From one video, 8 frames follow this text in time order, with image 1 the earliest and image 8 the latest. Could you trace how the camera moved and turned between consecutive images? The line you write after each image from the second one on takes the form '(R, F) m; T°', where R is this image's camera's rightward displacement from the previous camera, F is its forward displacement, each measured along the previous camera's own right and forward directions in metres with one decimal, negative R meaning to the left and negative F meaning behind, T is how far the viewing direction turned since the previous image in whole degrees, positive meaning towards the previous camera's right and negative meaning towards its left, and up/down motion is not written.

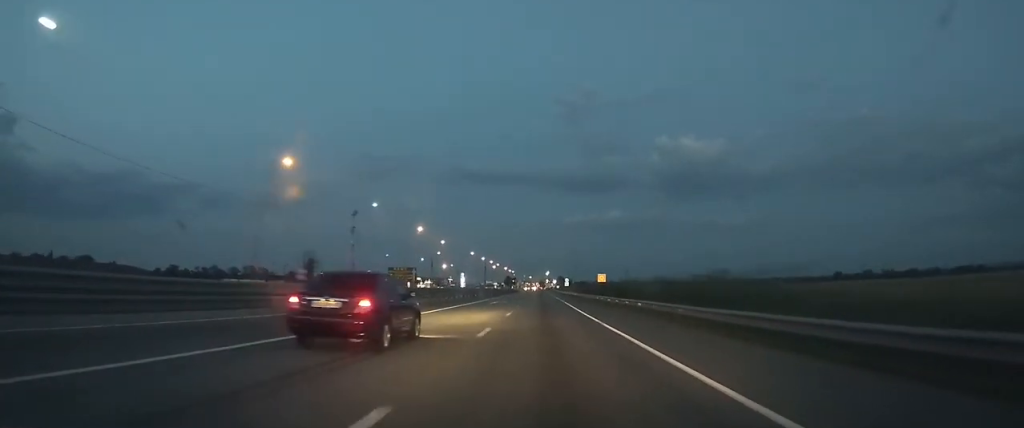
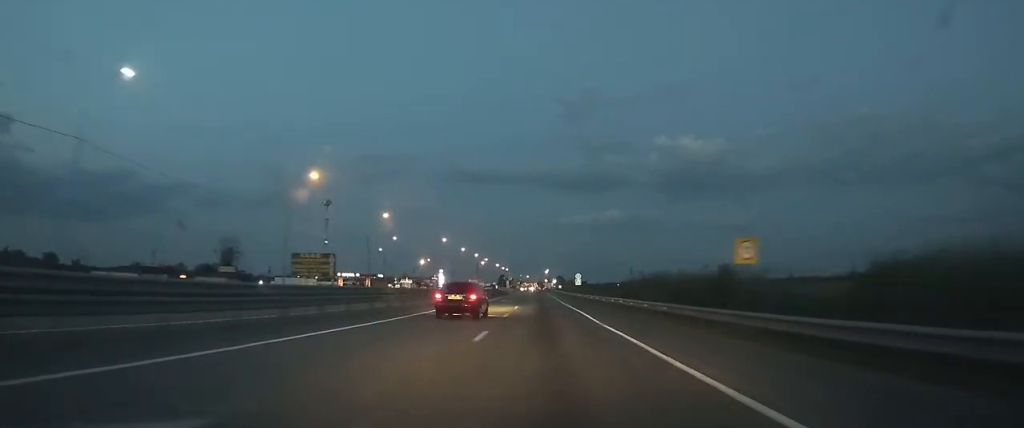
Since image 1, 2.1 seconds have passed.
(0.0, +48.8) m; 0°
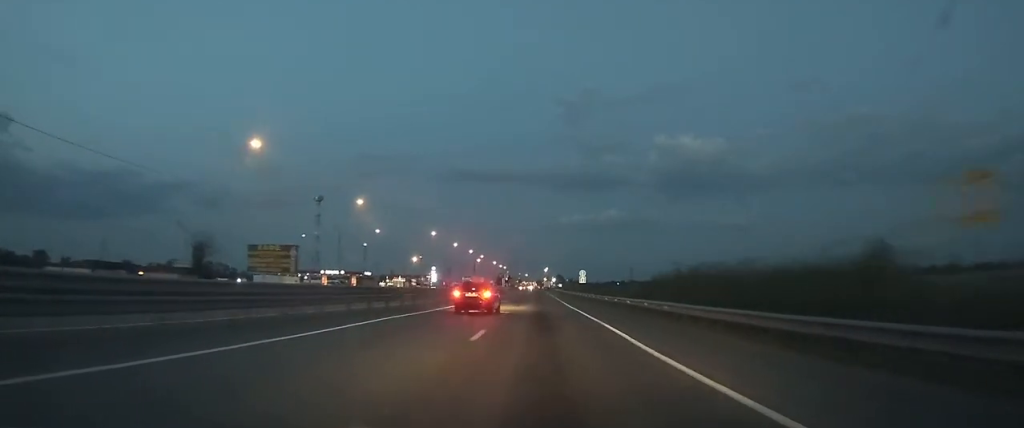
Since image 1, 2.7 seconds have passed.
(+0.1, +12.0) m; 0°
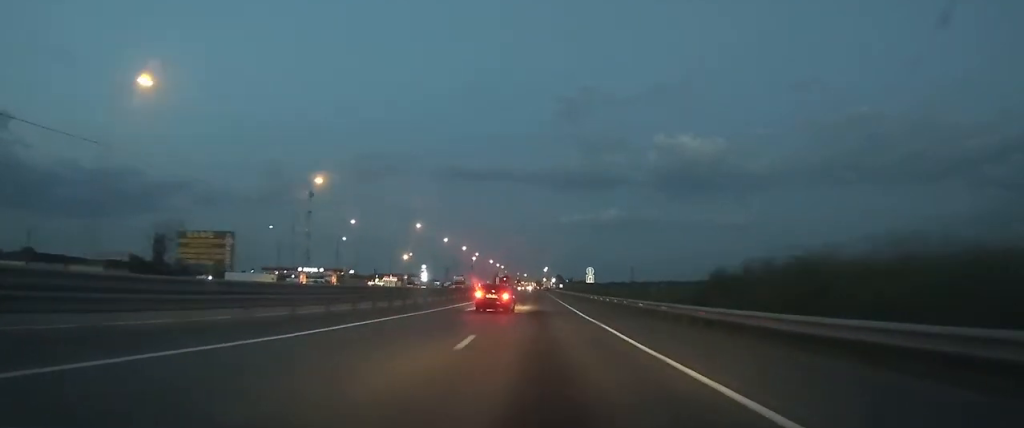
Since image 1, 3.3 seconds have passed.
(-0.1, +14.0) m; 0°
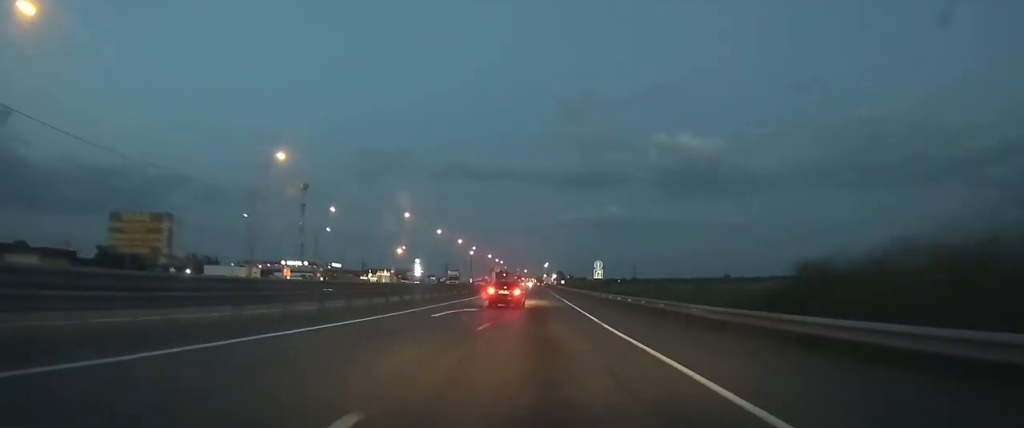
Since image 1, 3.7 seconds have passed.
(-0.1, +9.6) m; 0°
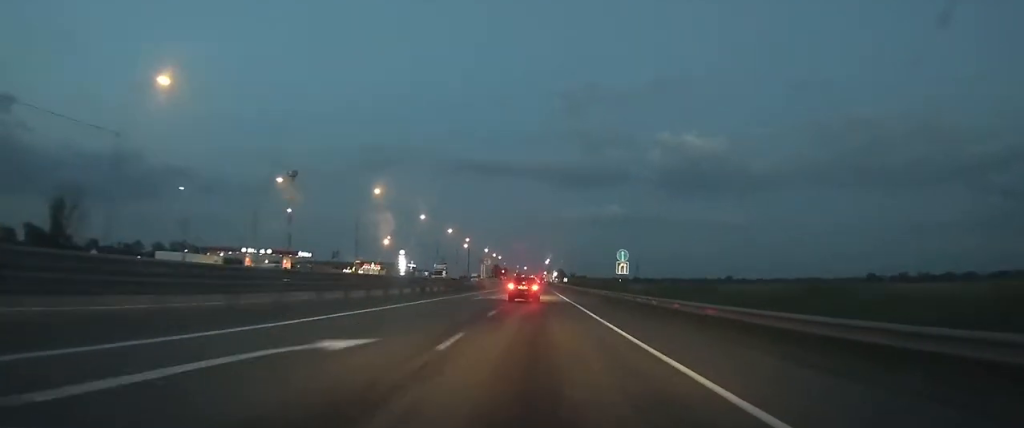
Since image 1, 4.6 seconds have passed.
(+0.1, +18.1) m; 0°
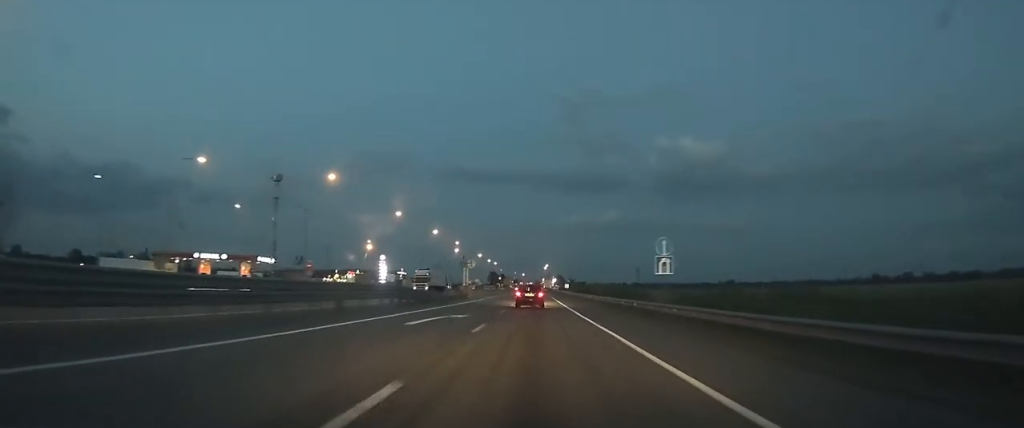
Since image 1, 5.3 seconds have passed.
(0.0, +15.8) m; 0°
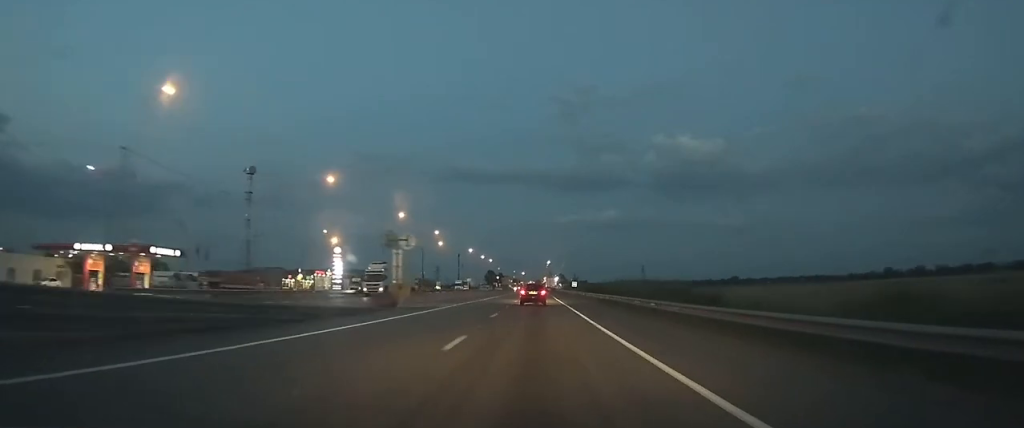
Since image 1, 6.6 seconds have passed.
(-0.1, +28.3) m; 0°
